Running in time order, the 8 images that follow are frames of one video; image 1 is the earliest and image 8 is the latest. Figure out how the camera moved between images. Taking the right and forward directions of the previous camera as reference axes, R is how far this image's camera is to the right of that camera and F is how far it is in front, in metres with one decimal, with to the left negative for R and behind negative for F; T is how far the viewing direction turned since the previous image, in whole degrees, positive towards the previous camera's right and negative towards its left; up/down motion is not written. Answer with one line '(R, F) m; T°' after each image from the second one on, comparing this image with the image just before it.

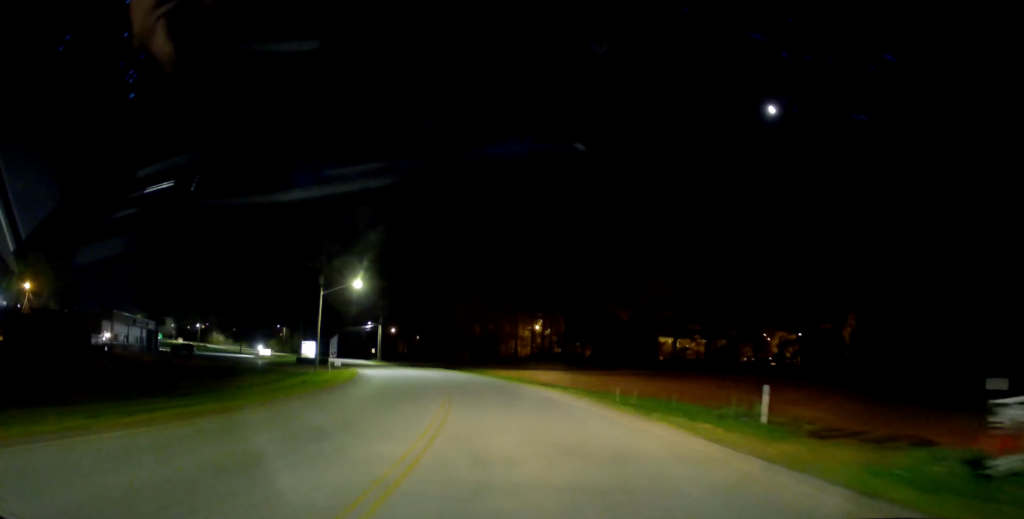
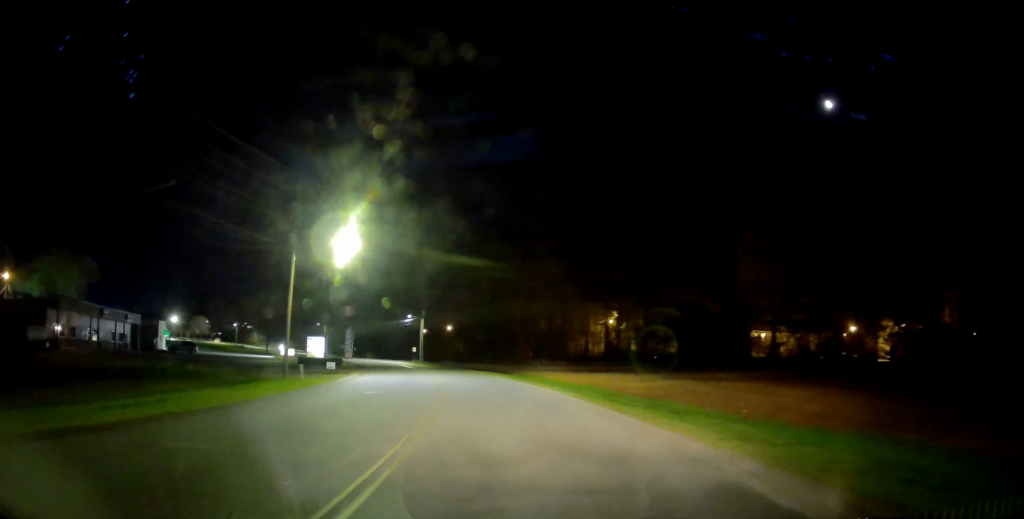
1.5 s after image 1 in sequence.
(-0.3, +19.2) m; -3°
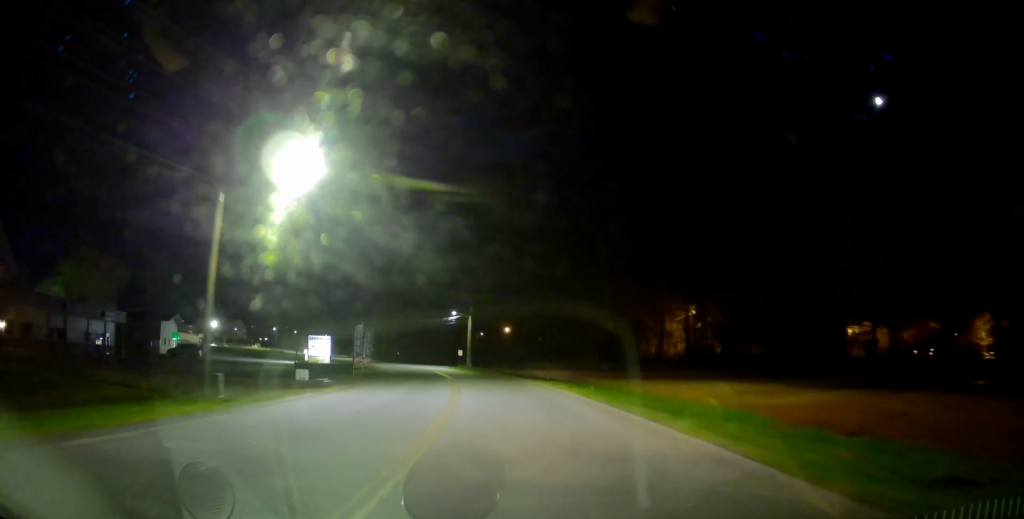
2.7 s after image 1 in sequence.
(-0.8, +14.9) m; -6°
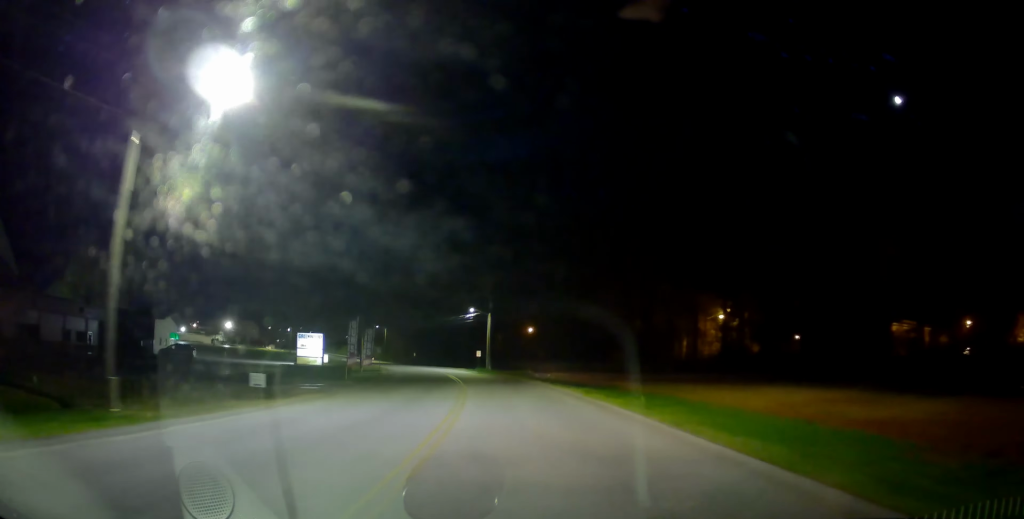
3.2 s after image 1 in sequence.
(-0.3, +6.9) m; -2°
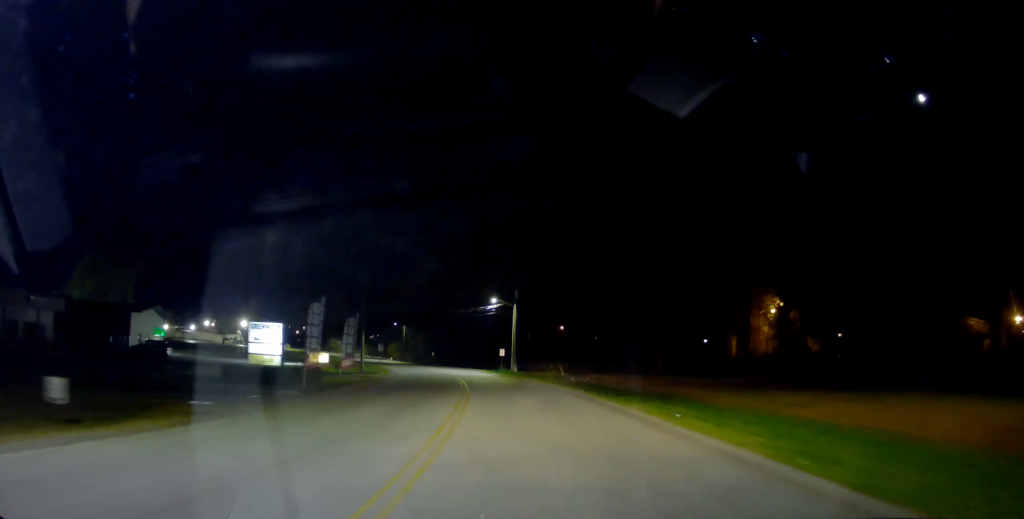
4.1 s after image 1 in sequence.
(-0.1, +11.1) m; -2°
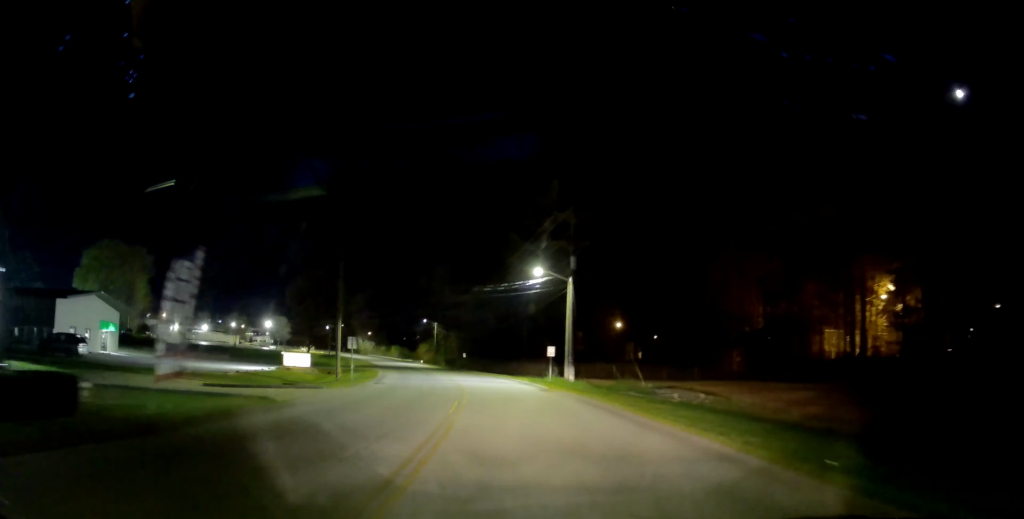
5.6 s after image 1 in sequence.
(-1.6, +20.2) m; -9°
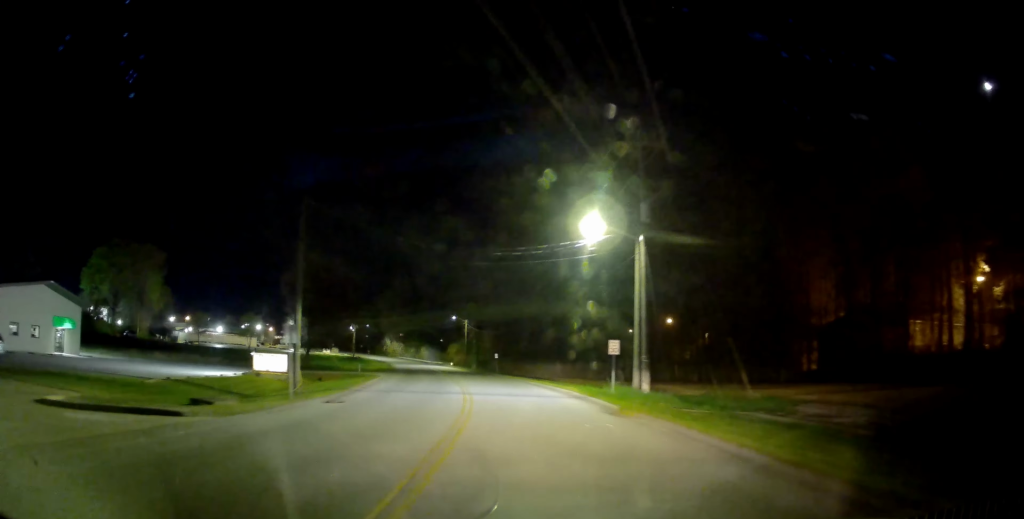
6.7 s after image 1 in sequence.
(-0.5, +13.4) m; -2°
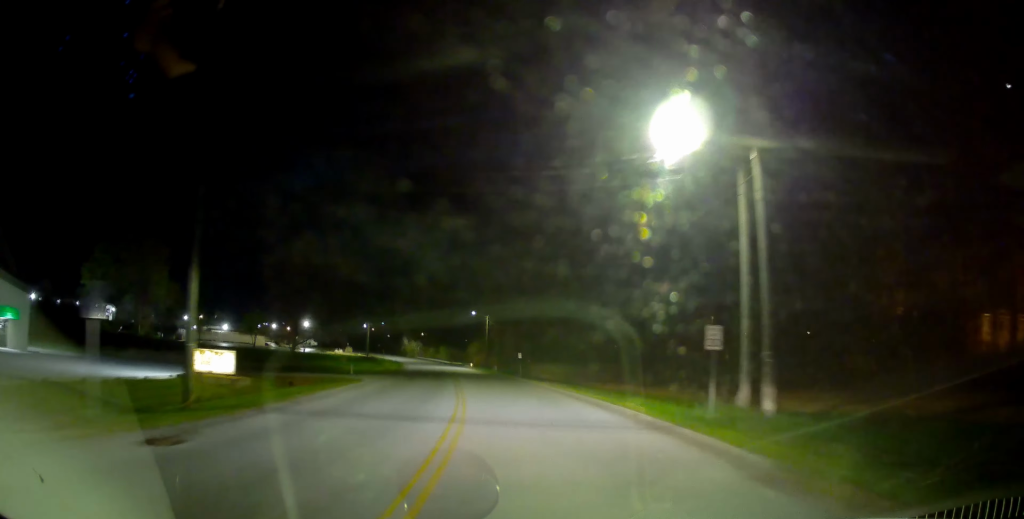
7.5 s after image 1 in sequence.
(+0.2, +10.7) m; -2°
